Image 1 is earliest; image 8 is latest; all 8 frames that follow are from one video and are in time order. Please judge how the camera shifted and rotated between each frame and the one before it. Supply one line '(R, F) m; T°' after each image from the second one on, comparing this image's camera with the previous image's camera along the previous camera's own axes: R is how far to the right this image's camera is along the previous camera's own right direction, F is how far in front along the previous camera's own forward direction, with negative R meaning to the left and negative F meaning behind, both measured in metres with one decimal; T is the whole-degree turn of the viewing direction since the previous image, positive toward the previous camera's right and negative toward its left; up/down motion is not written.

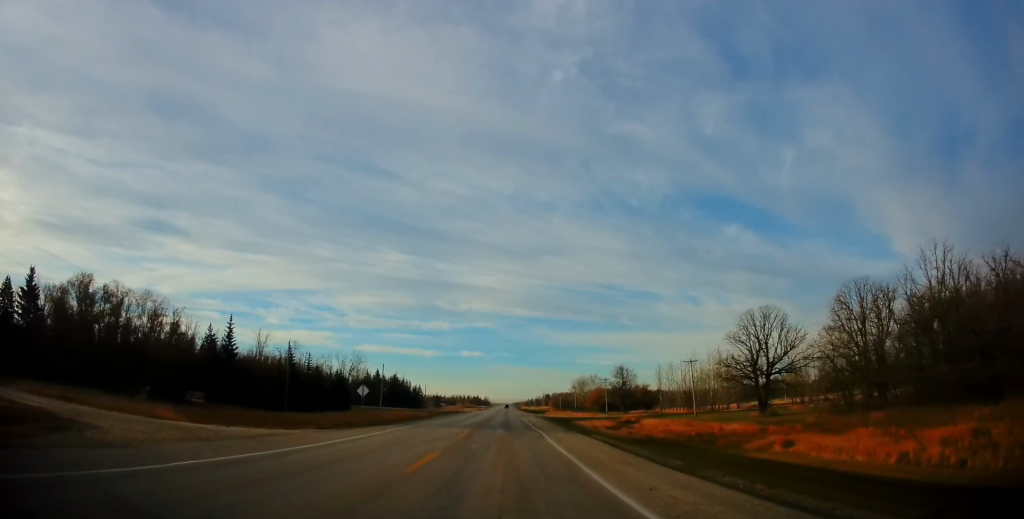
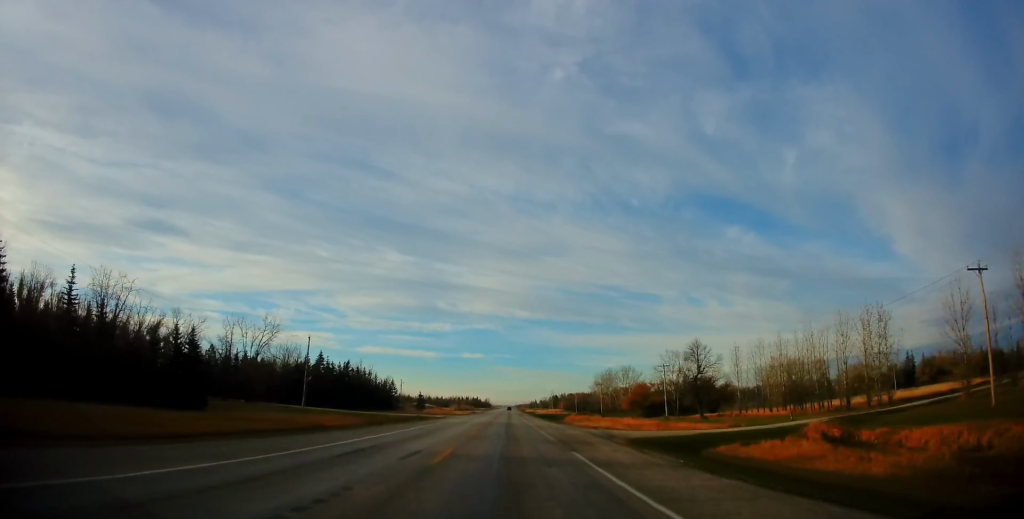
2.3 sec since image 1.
(-0.2, +52.2) m; 0°
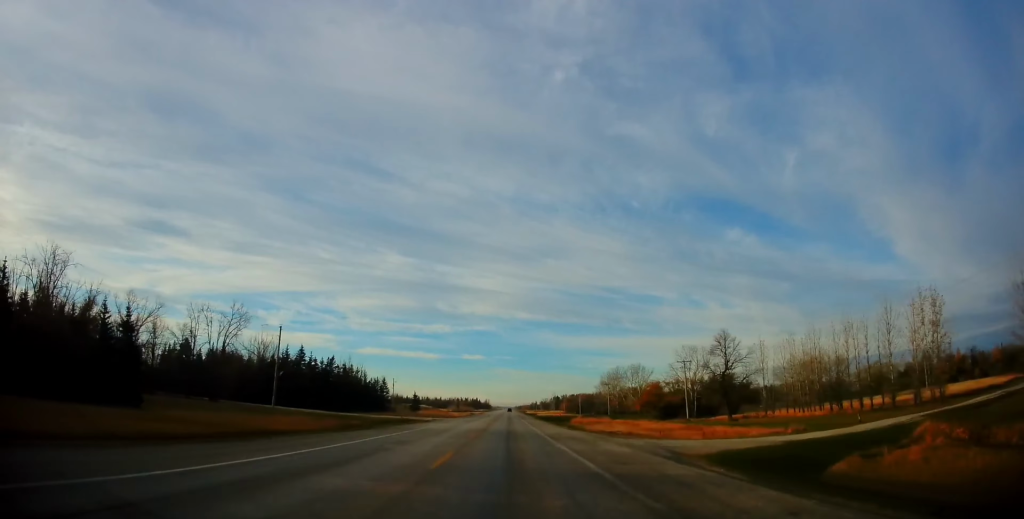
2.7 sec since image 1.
(0.0, +12.1) m; 0°
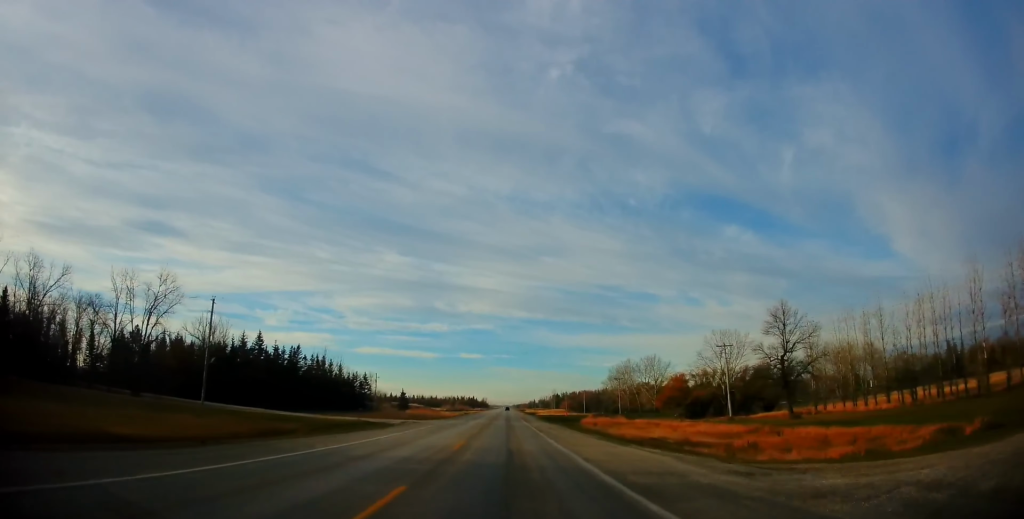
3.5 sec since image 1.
(0.0, +19.7) m; 0°
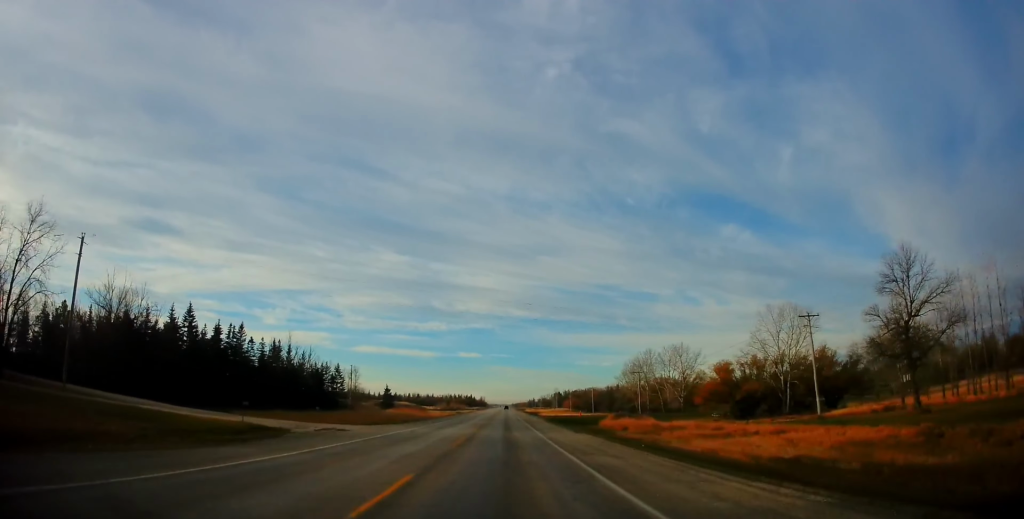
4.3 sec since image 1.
(-0.1, +25.4) m; 0°
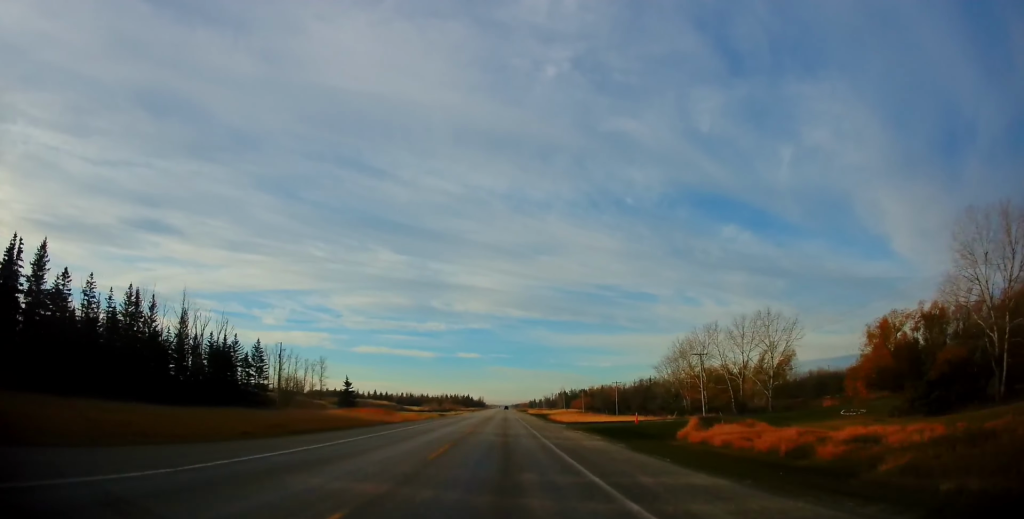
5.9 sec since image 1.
(0.0, +44.9) m; 0°
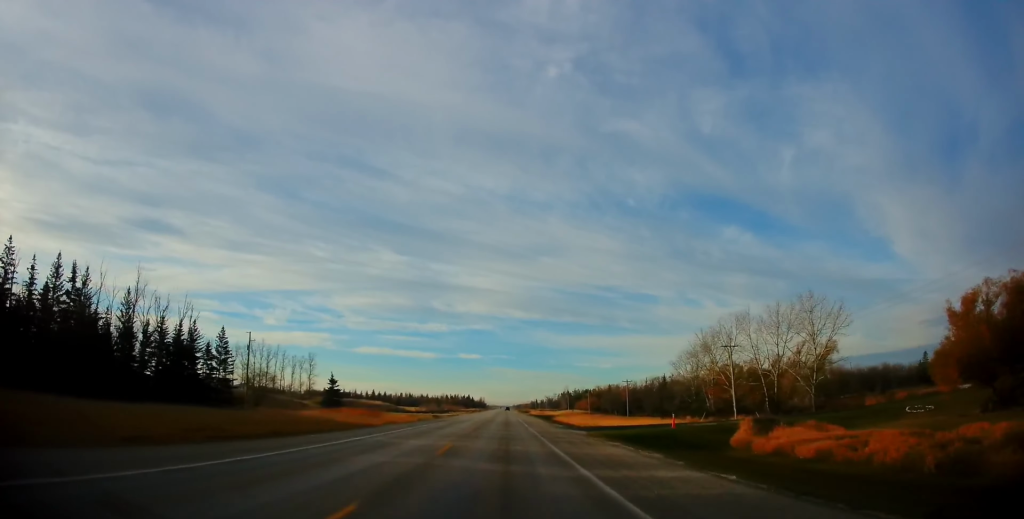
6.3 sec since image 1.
(0.0, +12.7) m; 0°
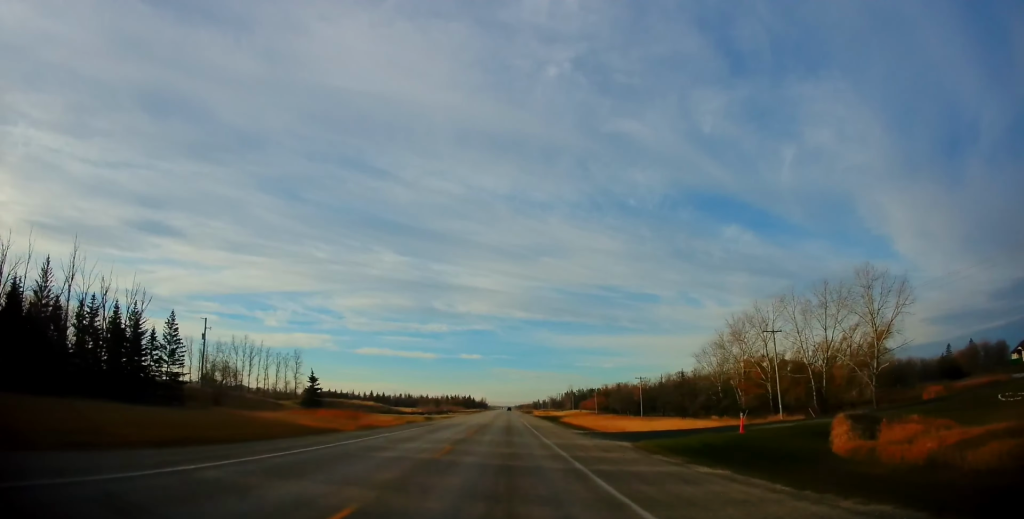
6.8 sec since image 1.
(0.0, +12.9) m; 0°
